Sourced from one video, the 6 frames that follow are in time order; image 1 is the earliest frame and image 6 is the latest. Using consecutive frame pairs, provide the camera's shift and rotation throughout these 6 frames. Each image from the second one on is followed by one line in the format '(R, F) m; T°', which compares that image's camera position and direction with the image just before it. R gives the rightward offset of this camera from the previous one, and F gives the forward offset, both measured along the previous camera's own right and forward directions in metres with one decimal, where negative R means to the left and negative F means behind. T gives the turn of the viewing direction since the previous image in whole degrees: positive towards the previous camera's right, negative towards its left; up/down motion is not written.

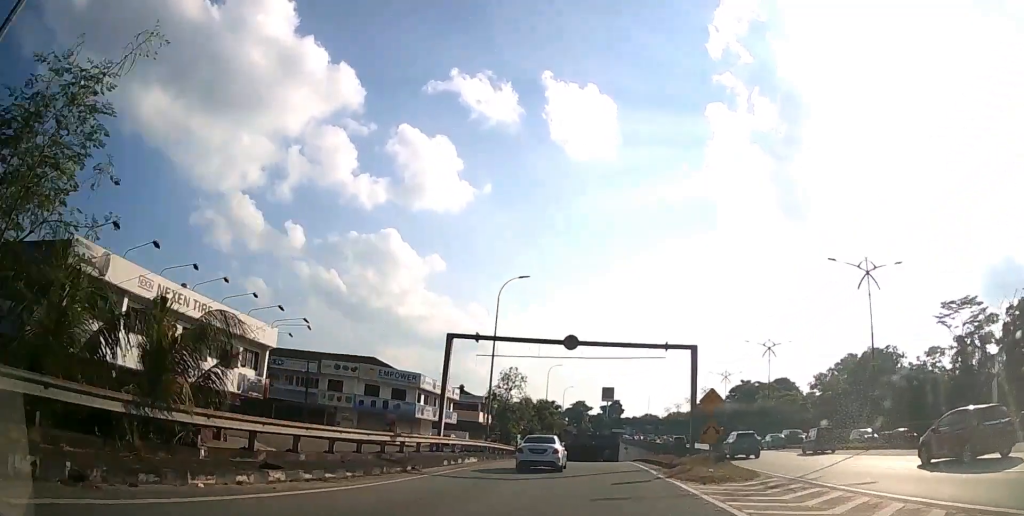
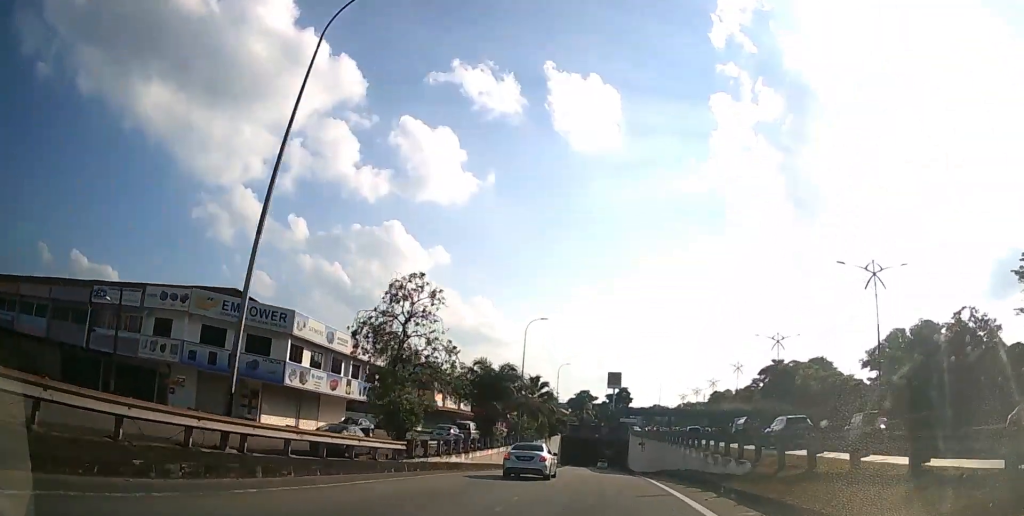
(-0.2, +28.5) m; -1°
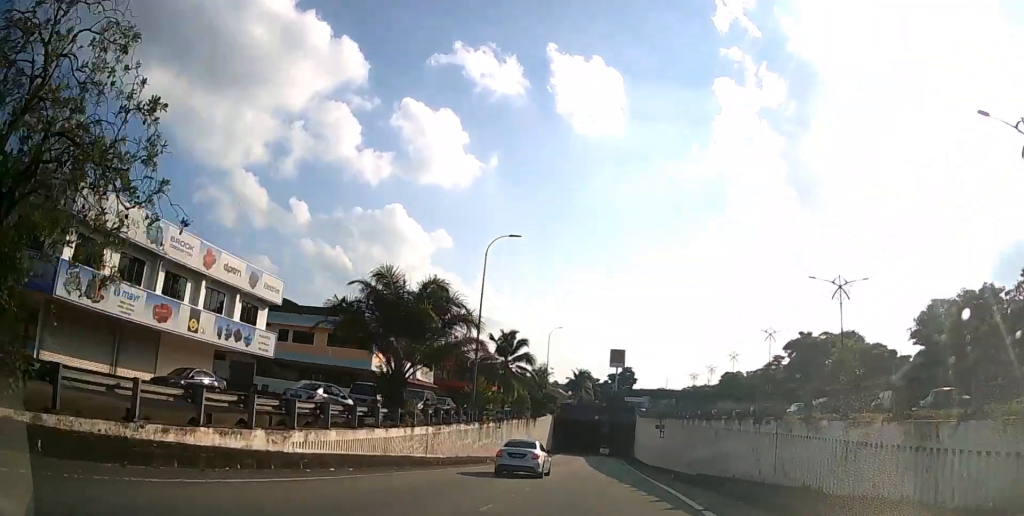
(0.0, +19.5) m; 0°
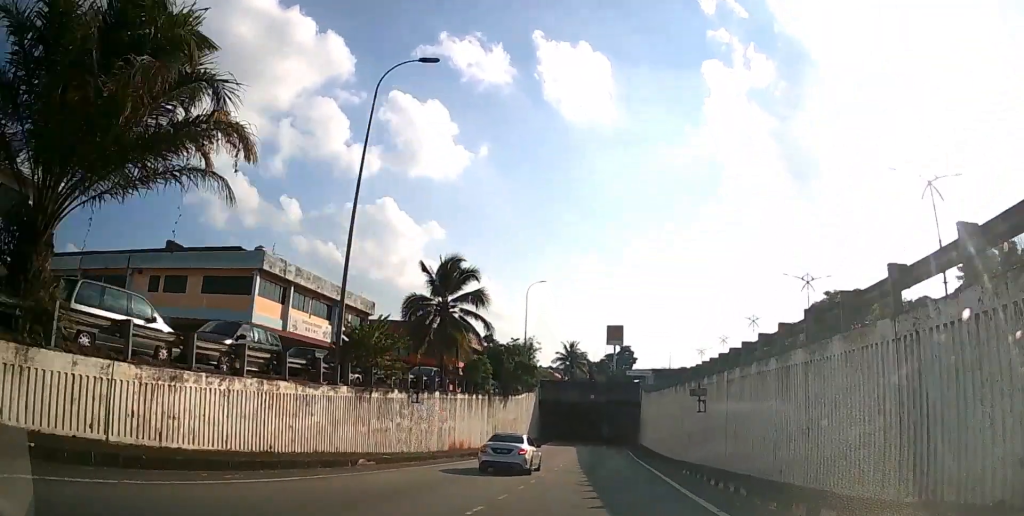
(0.0, +17.3) m; 0°
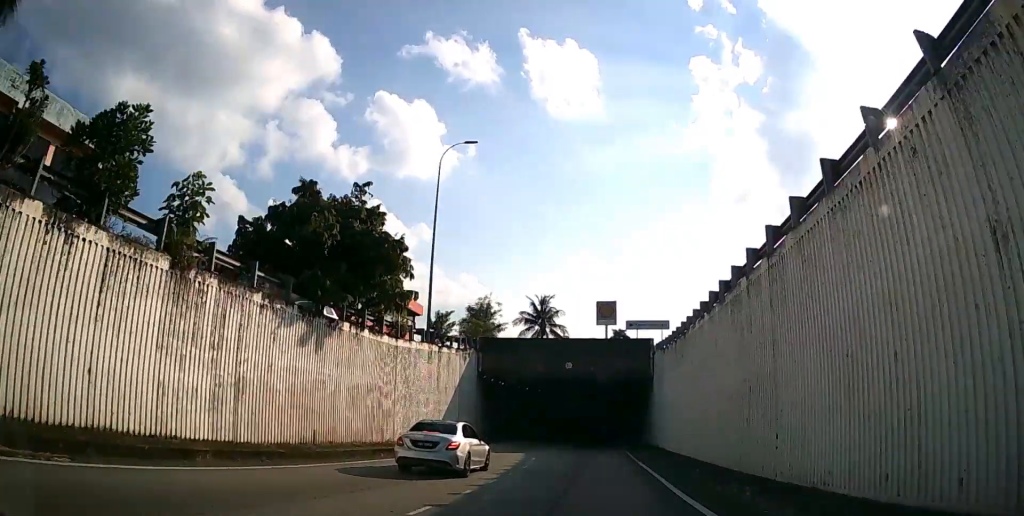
(+0.2, +31.3) m; 0°
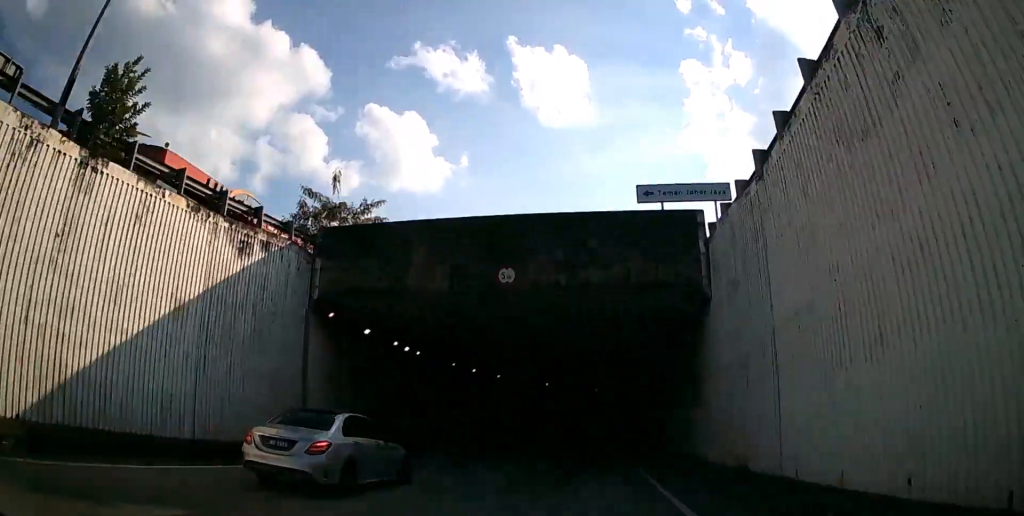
(0.0, +25.0) m; 0°
